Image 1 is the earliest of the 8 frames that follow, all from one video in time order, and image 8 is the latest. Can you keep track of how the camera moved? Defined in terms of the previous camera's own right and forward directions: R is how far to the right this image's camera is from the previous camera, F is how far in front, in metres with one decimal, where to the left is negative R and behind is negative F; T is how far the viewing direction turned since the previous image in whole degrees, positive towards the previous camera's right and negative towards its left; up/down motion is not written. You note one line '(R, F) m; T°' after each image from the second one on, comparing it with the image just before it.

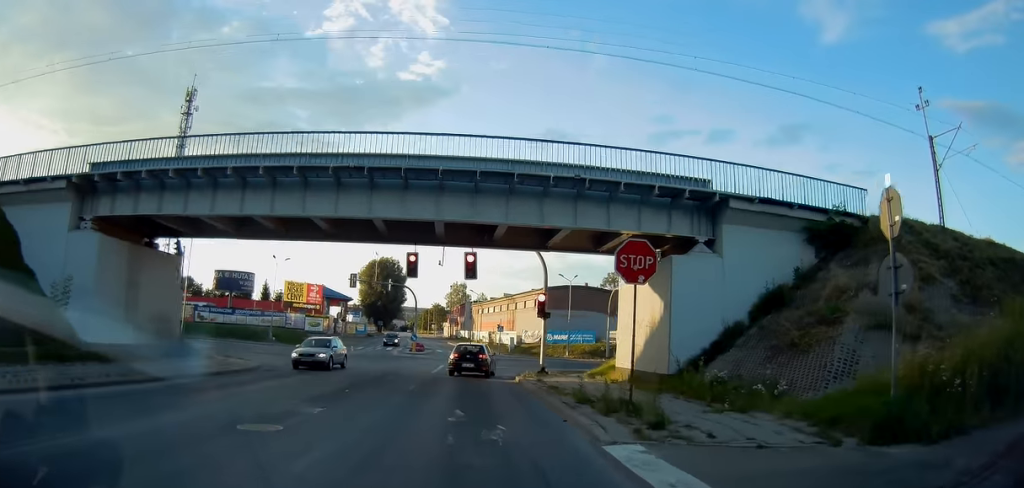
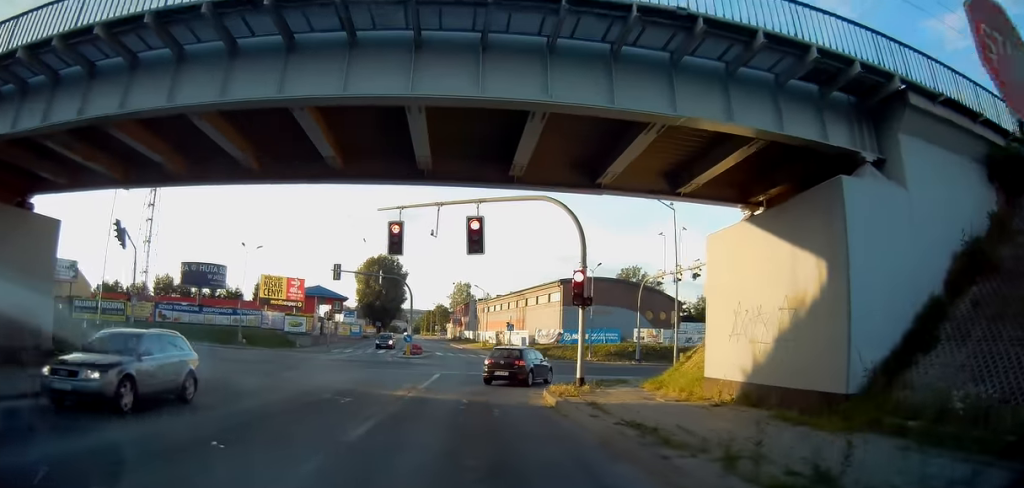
(-0.3, +9.2) m; -3°
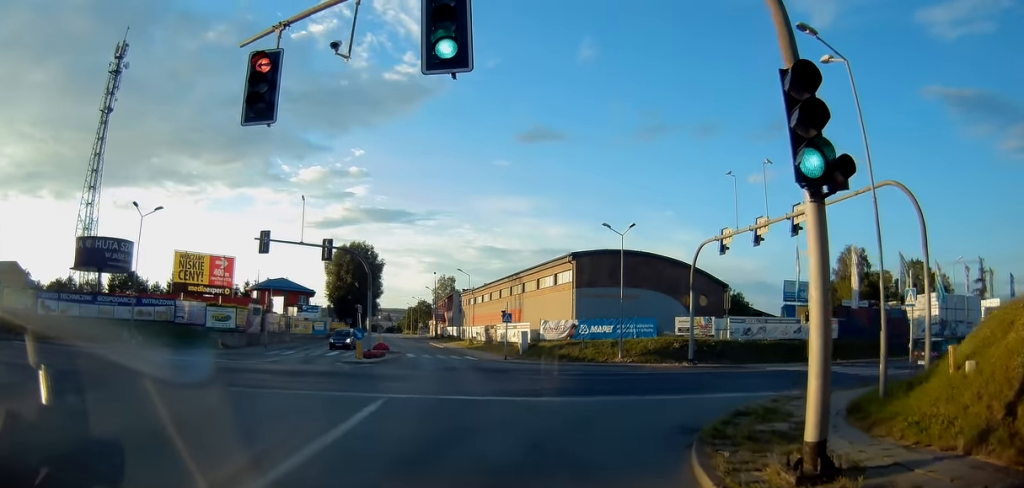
(-0.7, +18.3) m; -2°
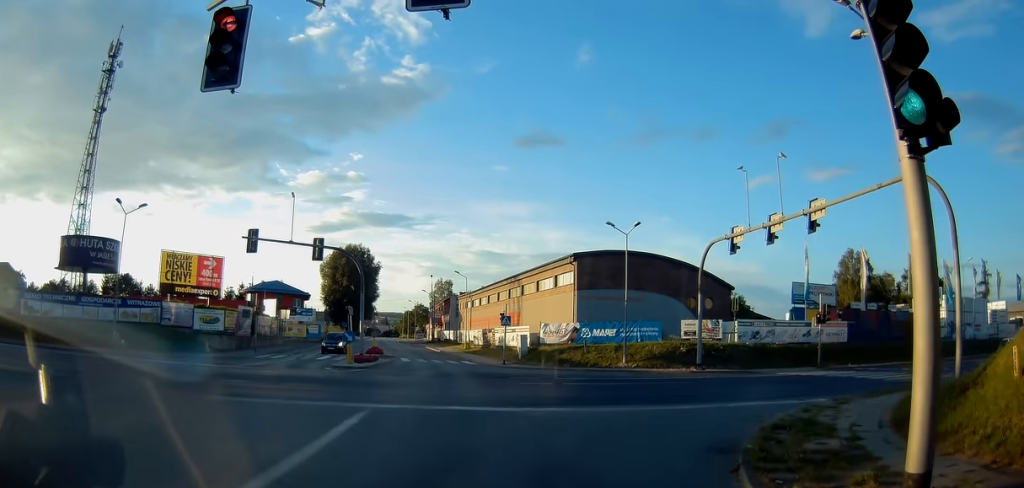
(+0.1, +2.8) m; +2°
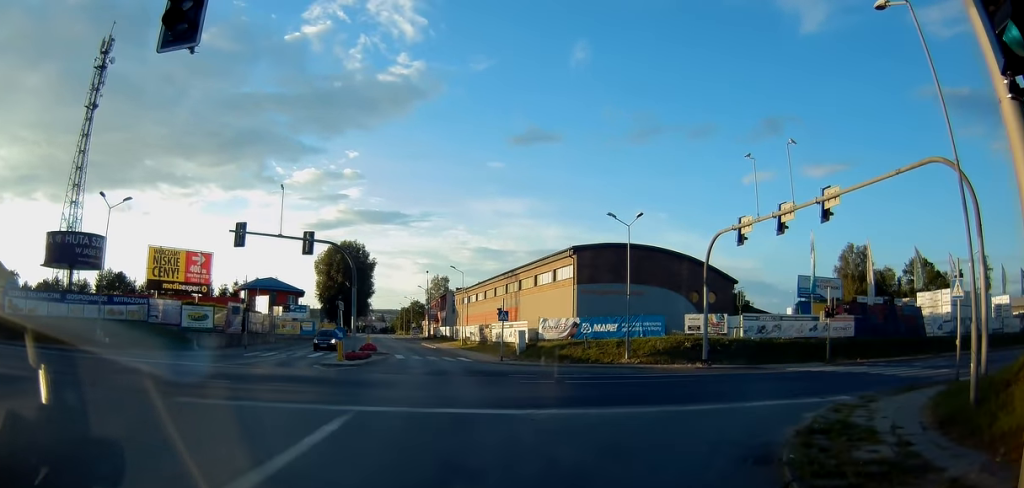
(0.0, +1.5) m; +3°
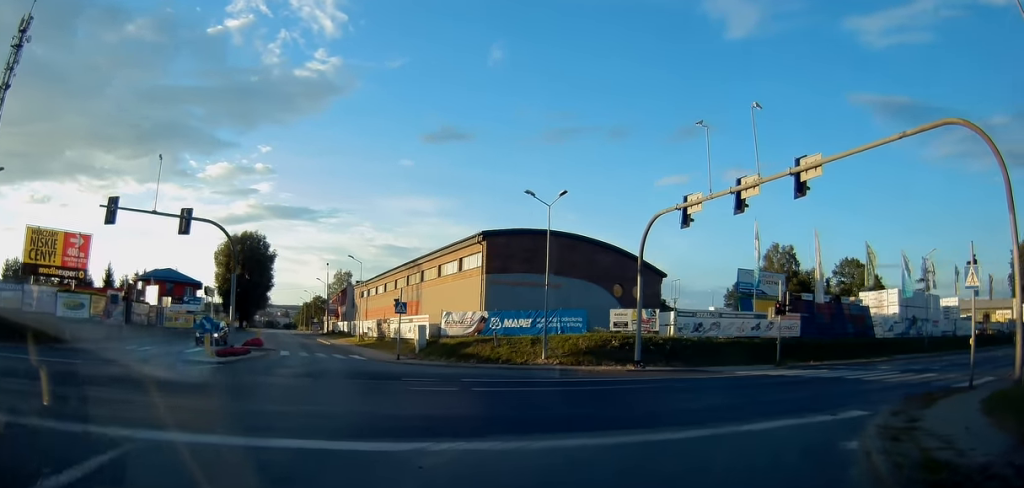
(+0.3, +3.6) m; +12°
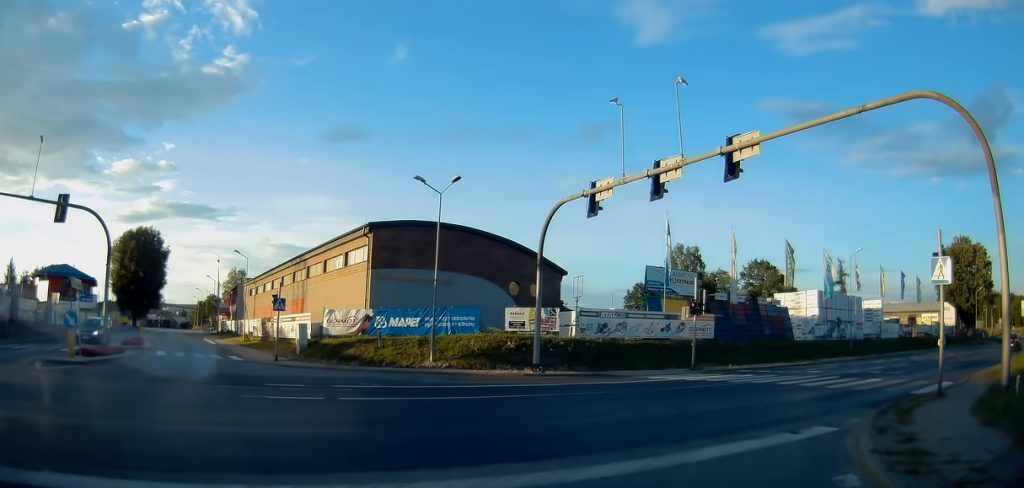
(+0.1, +1.9) m; +8°
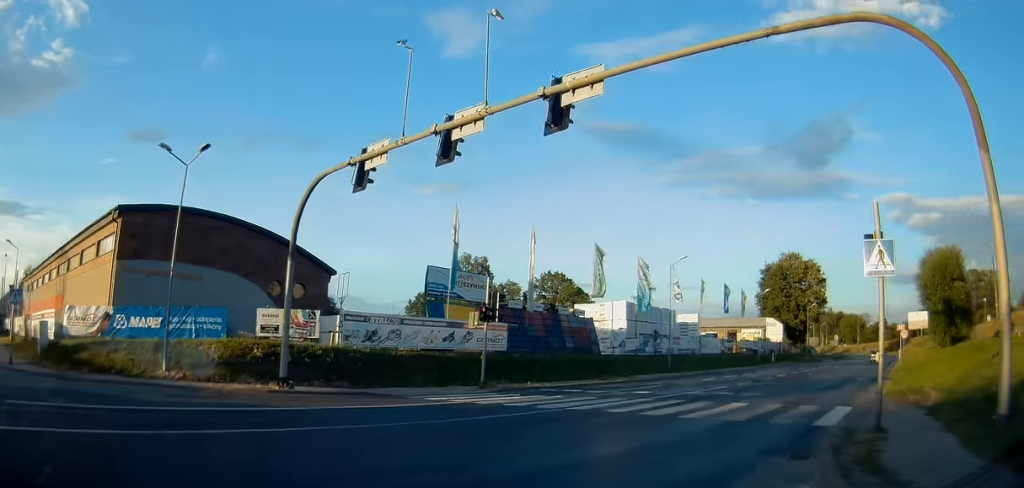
(+0.5, +4.1) m; +19°
